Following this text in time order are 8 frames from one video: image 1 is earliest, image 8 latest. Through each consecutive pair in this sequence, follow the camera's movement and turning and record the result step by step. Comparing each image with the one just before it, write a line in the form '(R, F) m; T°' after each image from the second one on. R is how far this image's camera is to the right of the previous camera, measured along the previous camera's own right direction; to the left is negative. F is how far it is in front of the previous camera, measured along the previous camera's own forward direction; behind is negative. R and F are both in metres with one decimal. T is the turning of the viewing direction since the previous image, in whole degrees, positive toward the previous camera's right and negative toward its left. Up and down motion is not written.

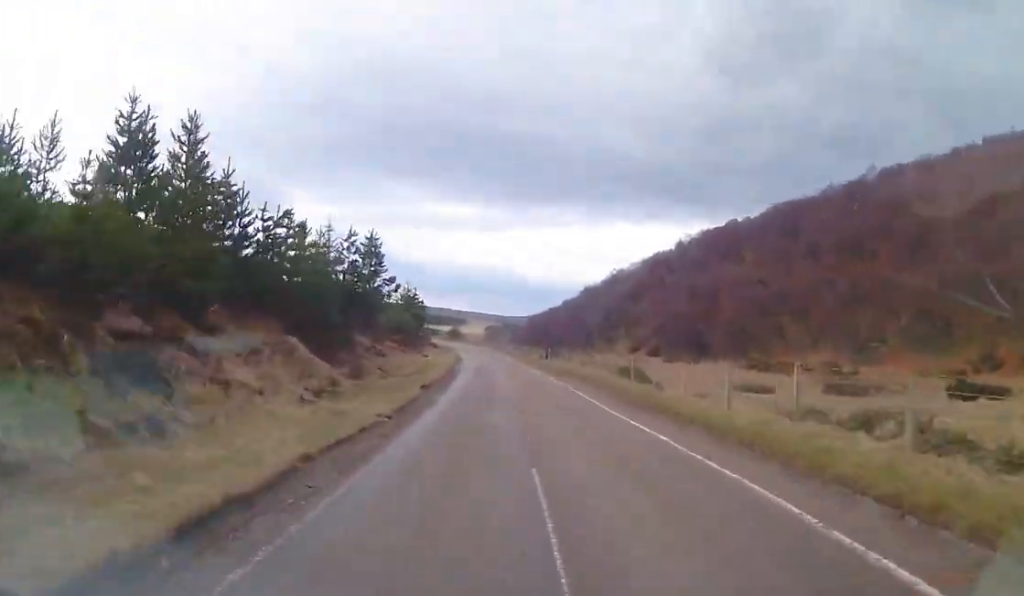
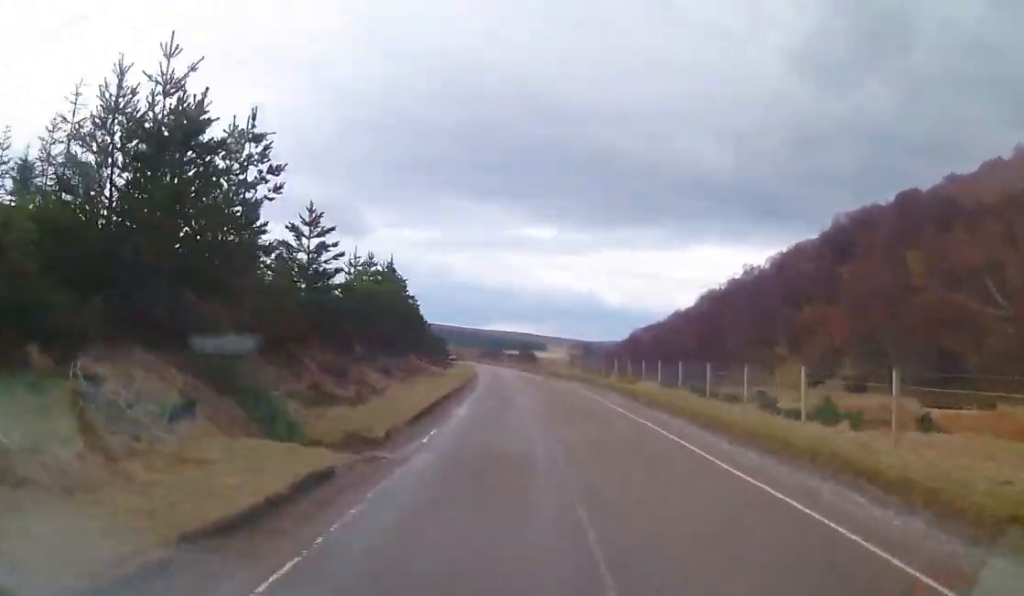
(-3.0, +70.2) m; -5°
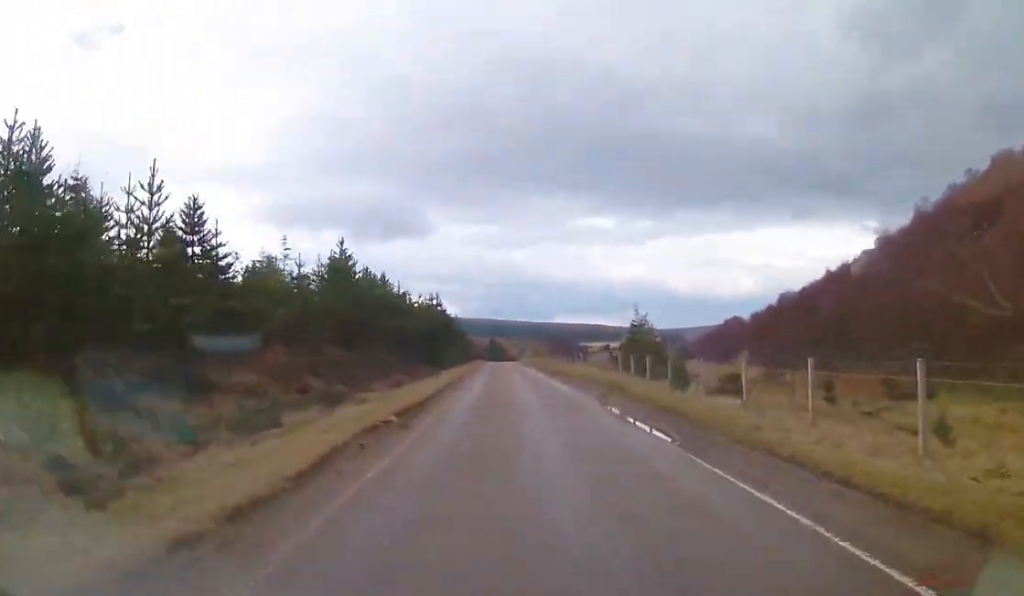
(-4.8, +84.8) m; -4°
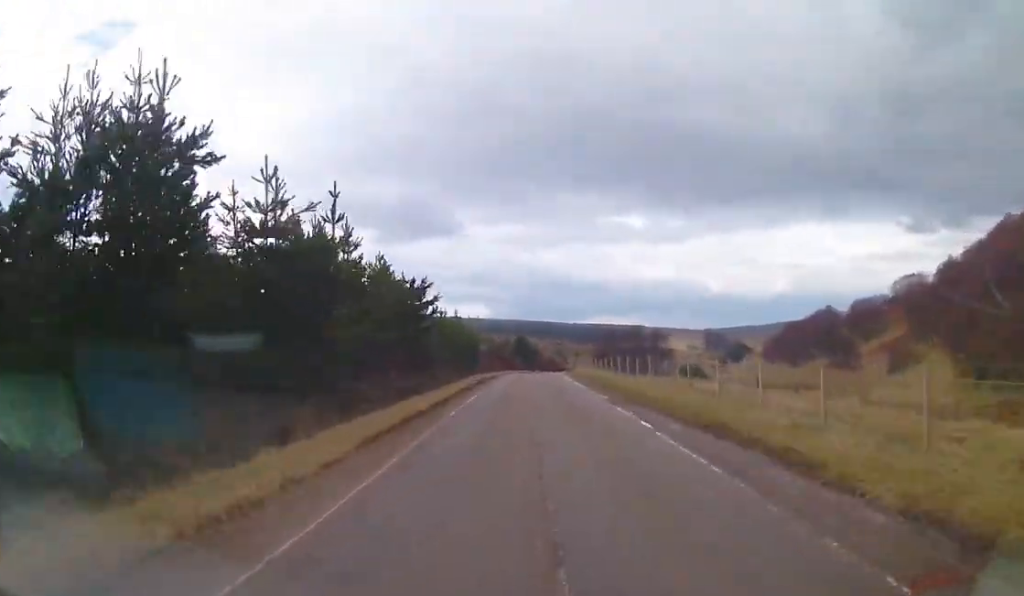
(-0.8, +66.1) m; +1°
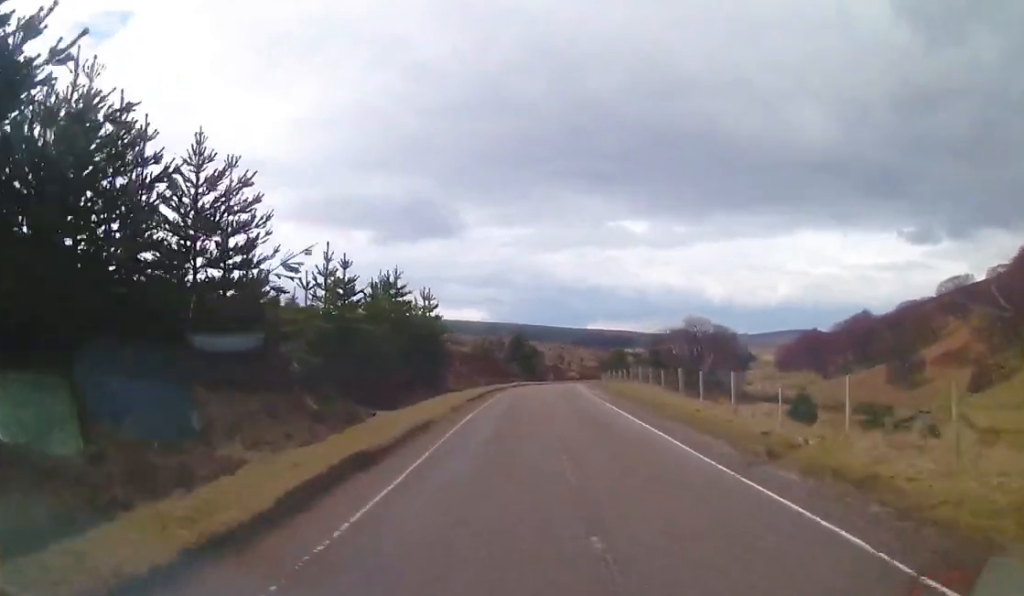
(0.0, +30.9) m; +2°
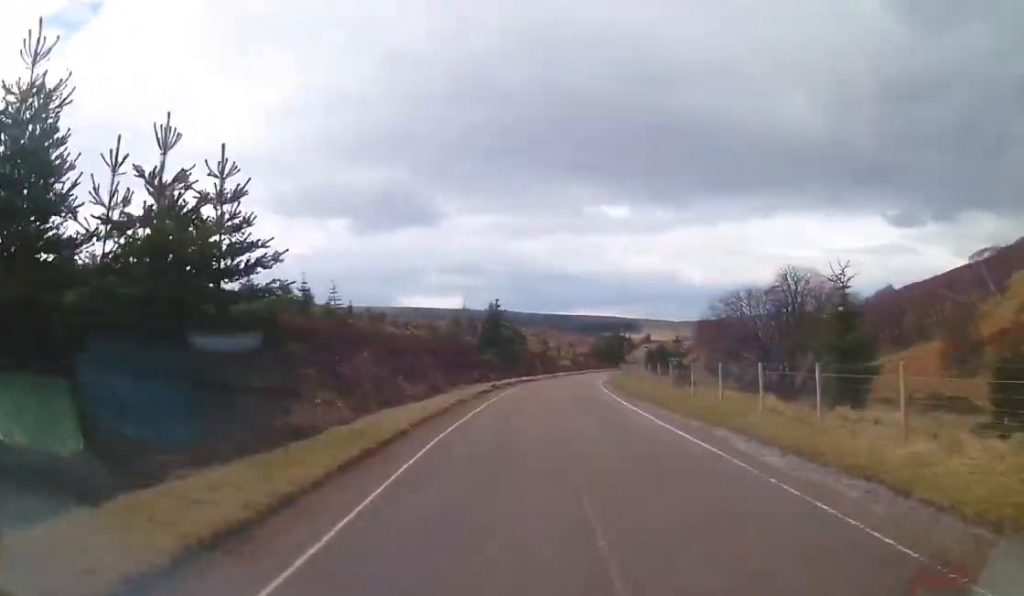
(+1.0, +26.1) m; +3°
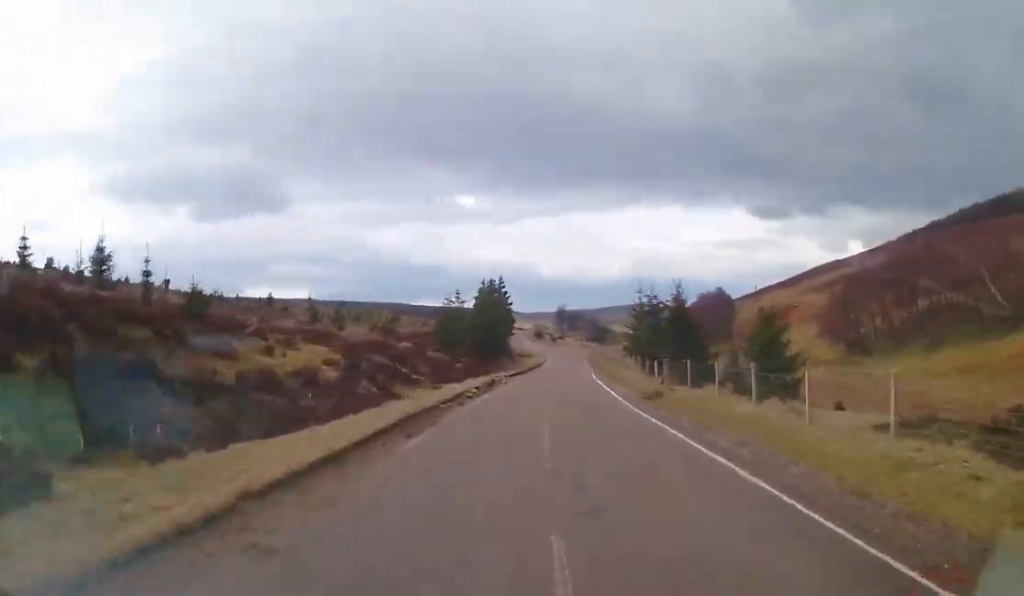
(+6.3, +89.9) m; +7°
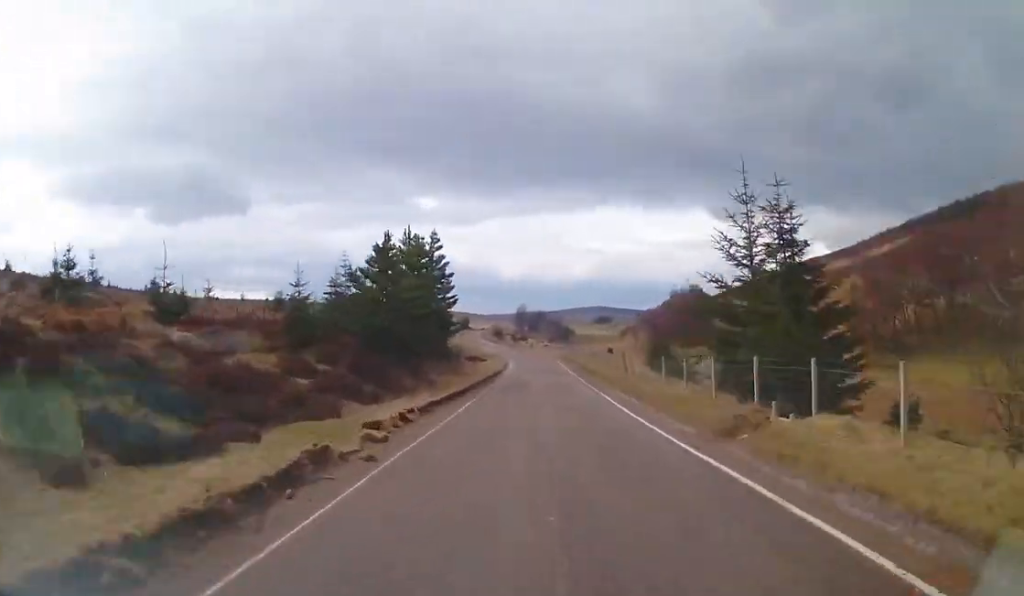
(+0.6, +26.7) m; 0°
